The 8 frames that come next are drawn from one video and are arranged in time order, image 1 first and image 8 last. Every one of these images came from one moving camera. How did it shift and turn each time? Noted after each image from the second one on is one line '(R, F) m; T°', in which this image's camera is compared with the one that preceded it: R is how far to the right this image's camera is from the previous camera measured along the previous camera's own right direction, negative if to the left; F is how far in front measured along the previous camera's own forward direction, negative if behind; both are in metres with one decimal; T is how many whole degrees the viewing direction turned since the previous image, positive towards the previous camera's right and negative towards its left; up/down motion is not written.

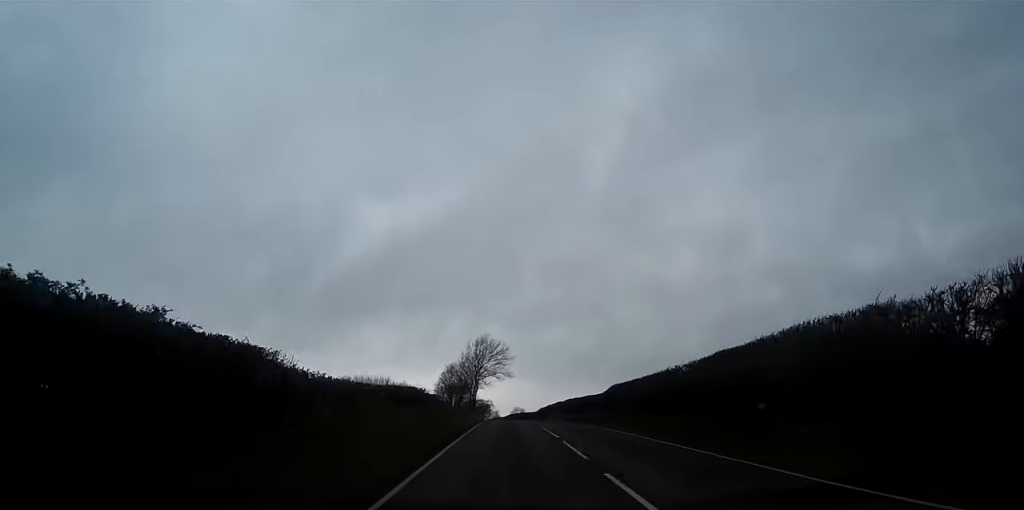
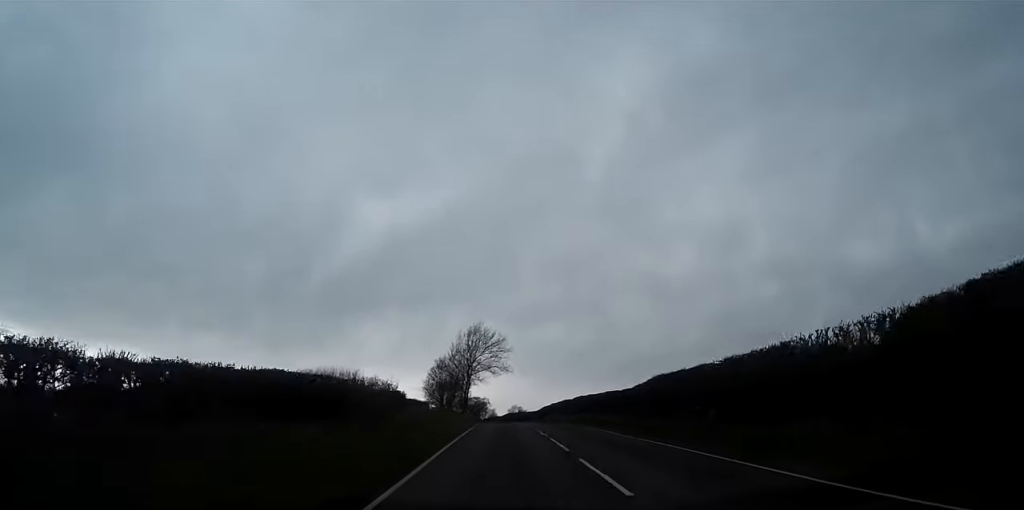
(+0.1, +15.1) m; 0°
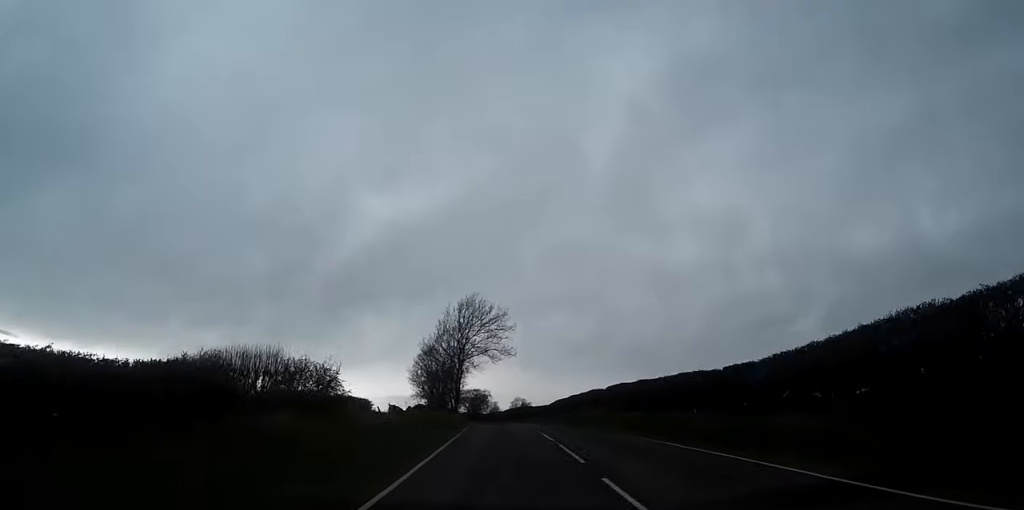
(0.0, +22.1) m; 0°
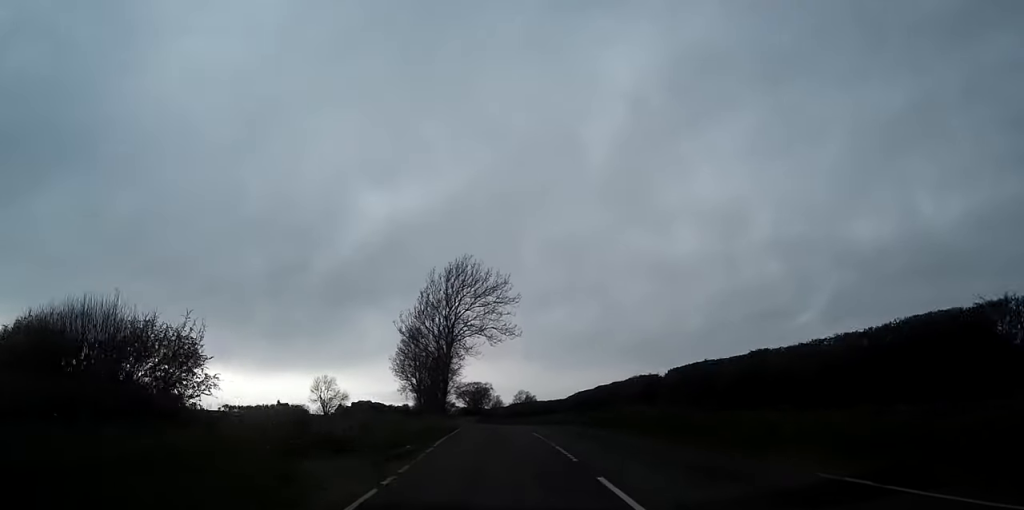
(-0.1, +18.4) m; 0°
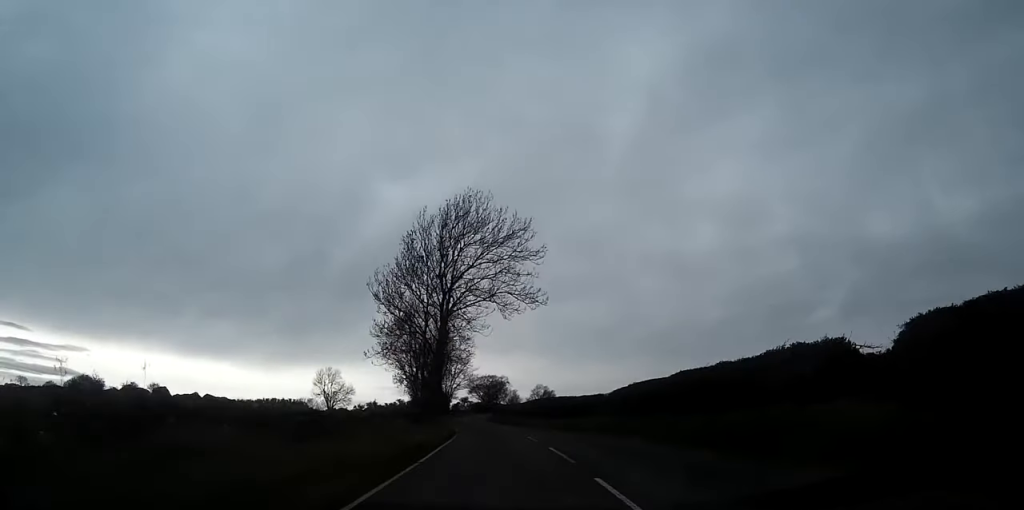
(-0.1, +18.5) m; -1°
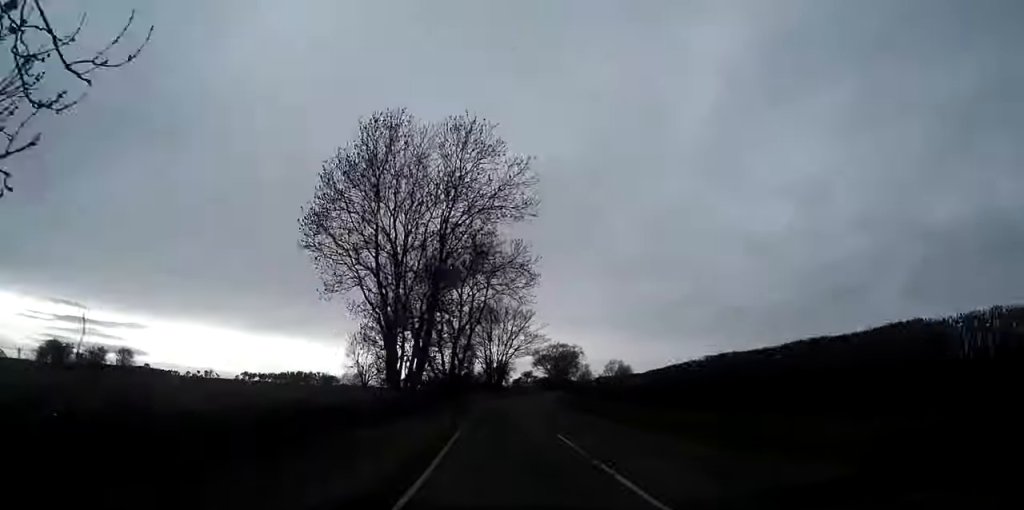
(-1.8, +43.6) m; -4°
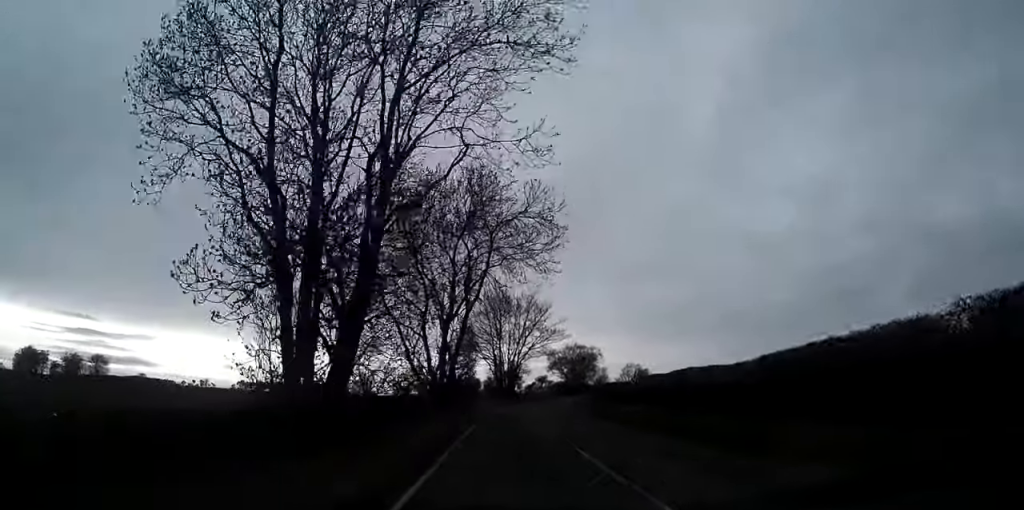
(0.0, +14.3) m; 0°
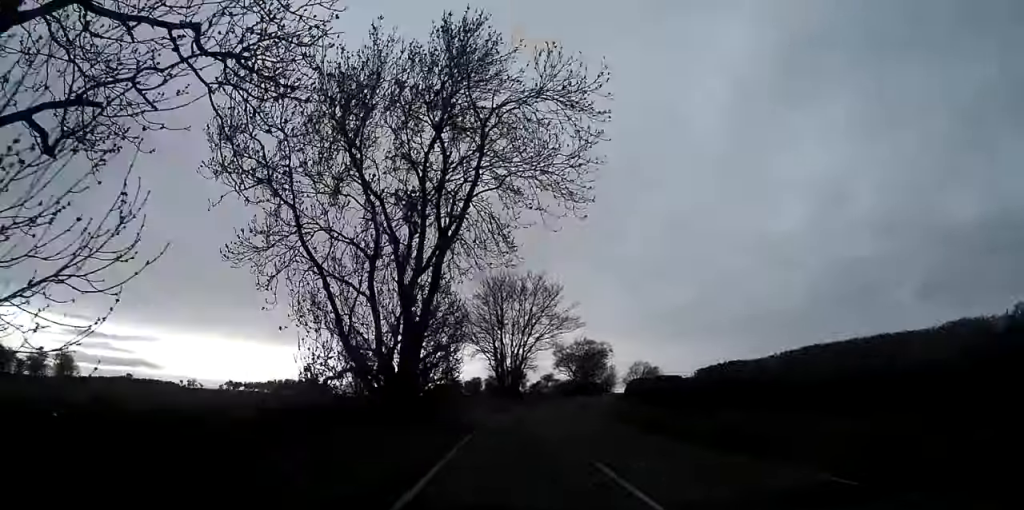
(0.0, +12.9) m; 0°
